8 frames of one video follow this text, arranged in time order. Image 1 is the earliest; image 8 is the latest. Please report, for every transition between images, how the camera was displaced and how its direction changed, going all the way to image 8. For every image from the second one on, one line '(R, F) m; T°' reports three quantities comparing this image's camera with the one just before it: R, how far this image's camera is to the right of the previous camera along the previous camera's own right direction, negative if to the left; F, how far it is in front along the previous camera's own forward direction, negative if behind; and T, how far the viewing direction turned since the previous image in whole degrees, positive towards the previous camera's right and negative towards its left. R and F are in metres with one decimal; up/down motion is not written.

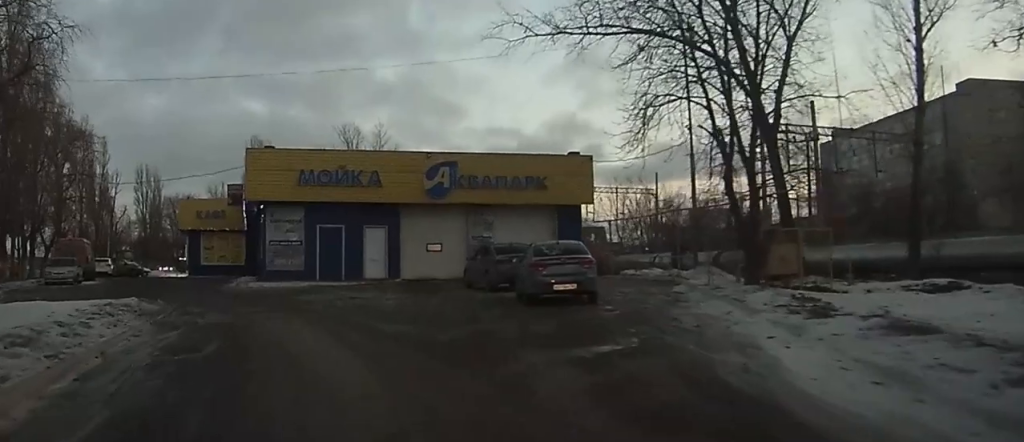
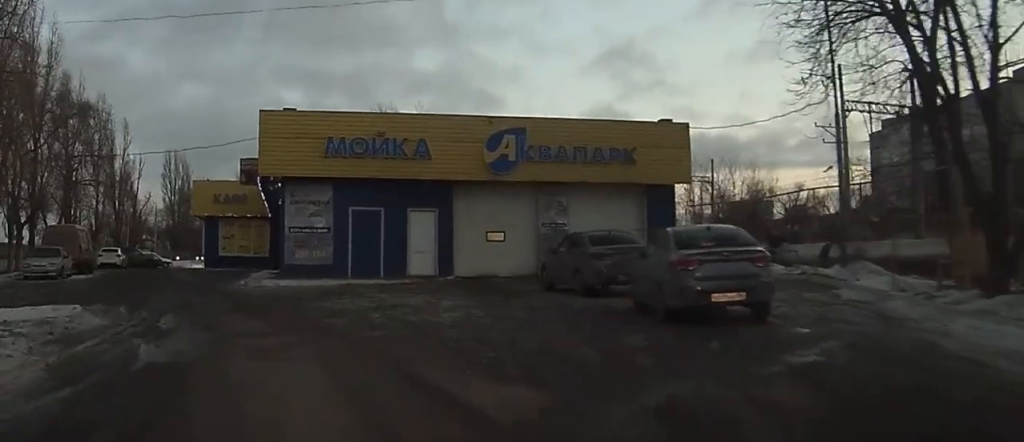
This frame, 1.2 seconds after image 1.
(-0.1, +6.5) m; -4°
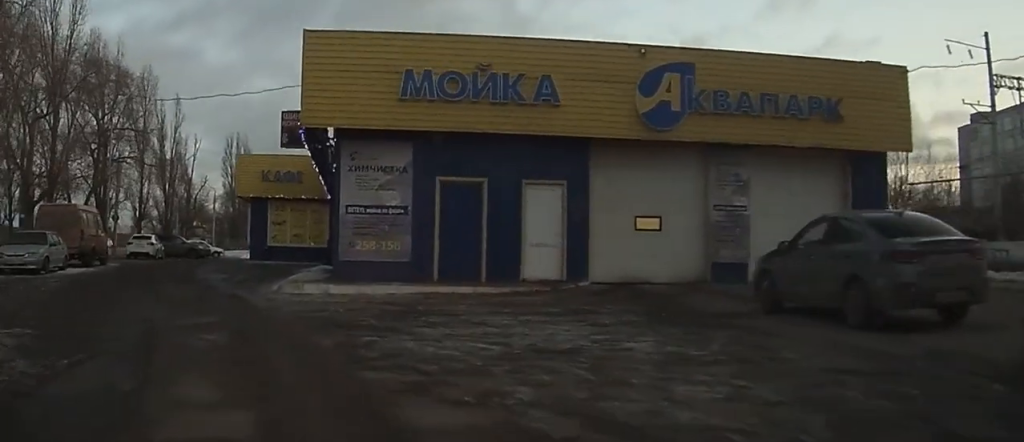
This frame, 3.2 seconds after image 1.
(-0.6, +9.7) m; -6°
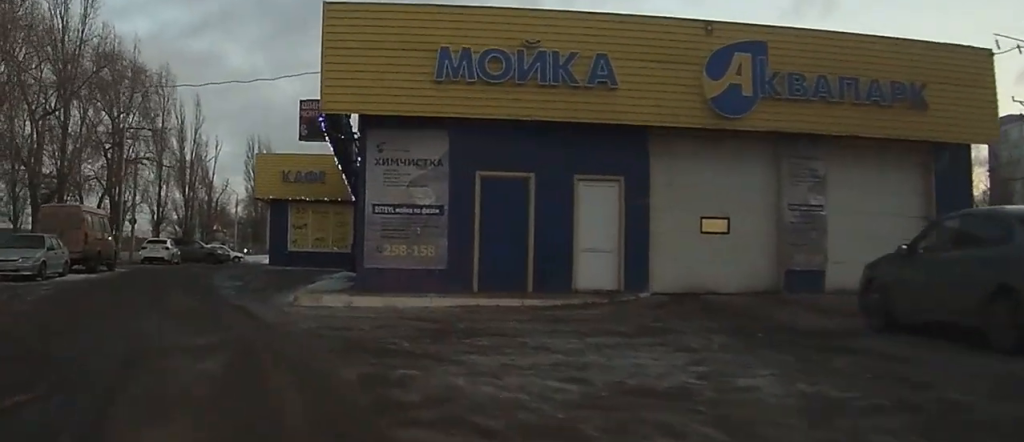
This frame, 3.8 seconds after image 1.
(0.0, +2.7) m; -2°
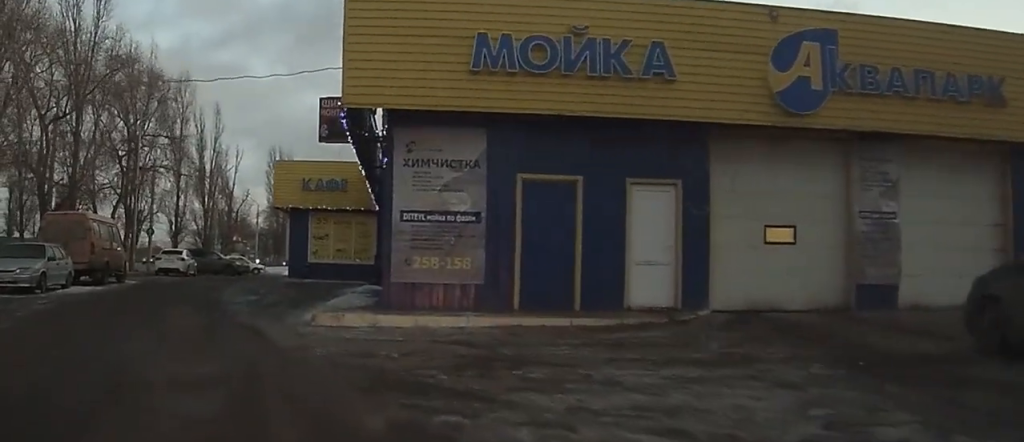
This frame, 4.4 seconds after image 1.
(-0.1, +2.1) m; -2°
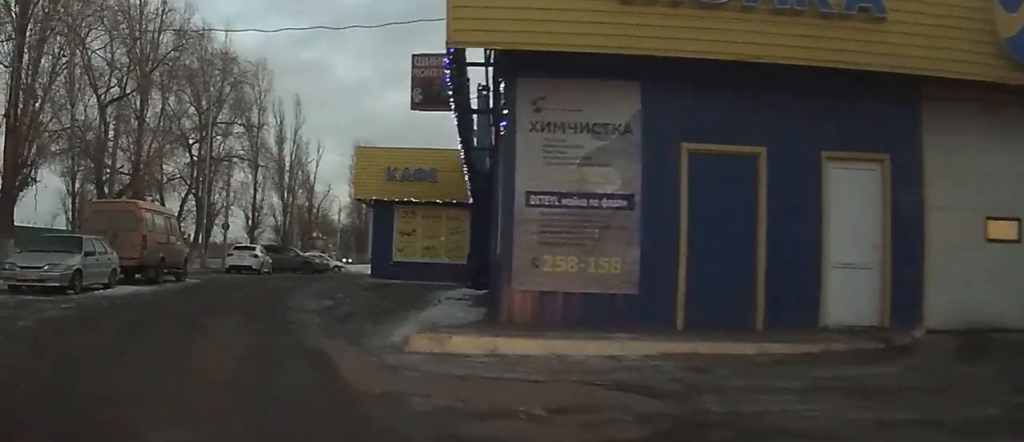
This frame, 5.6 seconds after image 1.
(-0.1, +4.3) m; -7°
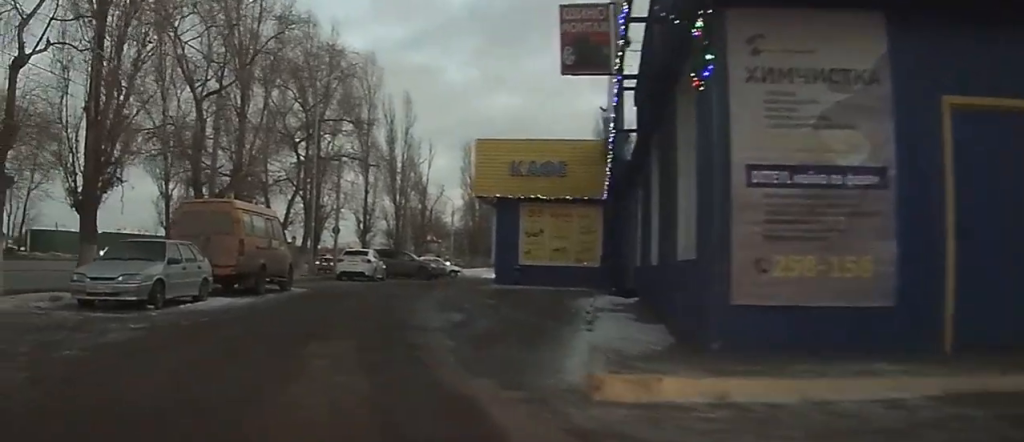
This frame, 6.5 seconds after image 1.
(-0.2, +2.7) m; -9°
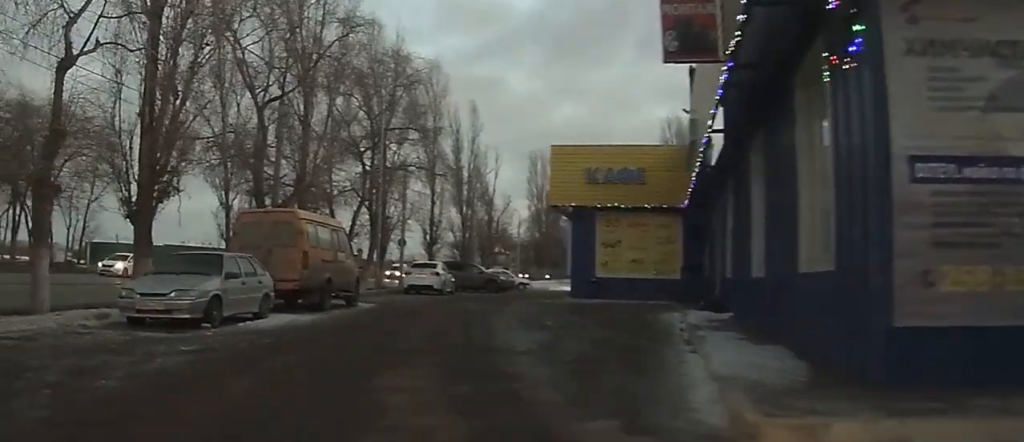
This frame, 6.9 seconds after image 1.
(-0.1, +1.5) m; -2°
